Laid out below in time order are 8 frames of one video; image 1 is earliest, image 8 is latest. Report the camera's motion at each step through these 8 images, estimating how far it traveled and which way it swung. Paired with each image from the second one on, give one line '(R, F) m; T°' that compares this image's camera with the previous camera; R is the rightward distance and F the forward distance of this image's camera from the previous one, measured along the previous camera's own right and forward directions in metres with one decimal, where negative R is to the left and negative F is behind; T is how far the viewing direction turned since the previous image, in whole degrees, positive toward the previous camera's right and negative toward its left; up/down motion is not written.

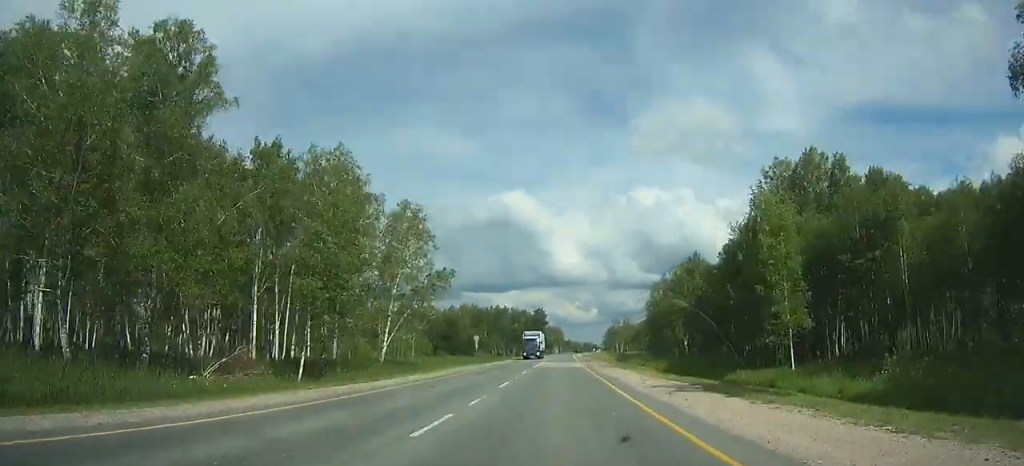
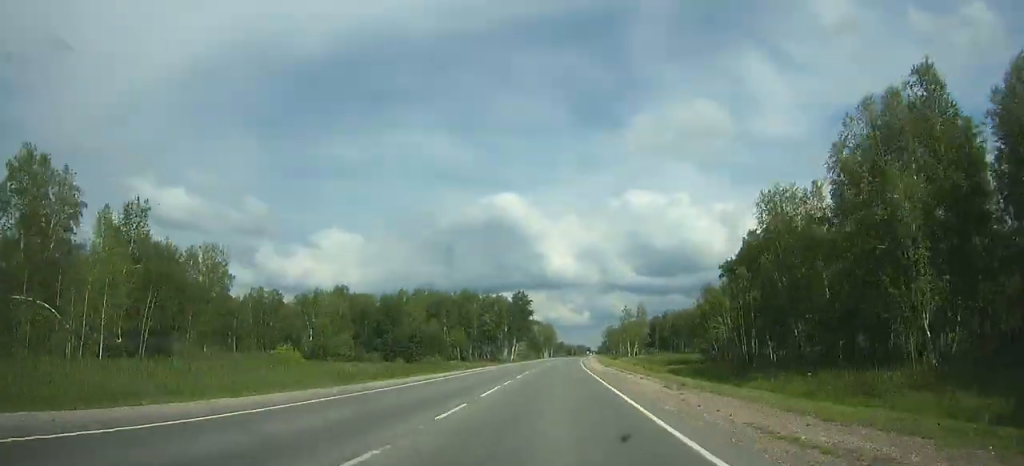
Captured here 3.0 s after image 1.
(+0.5, +83.2) m; +1°
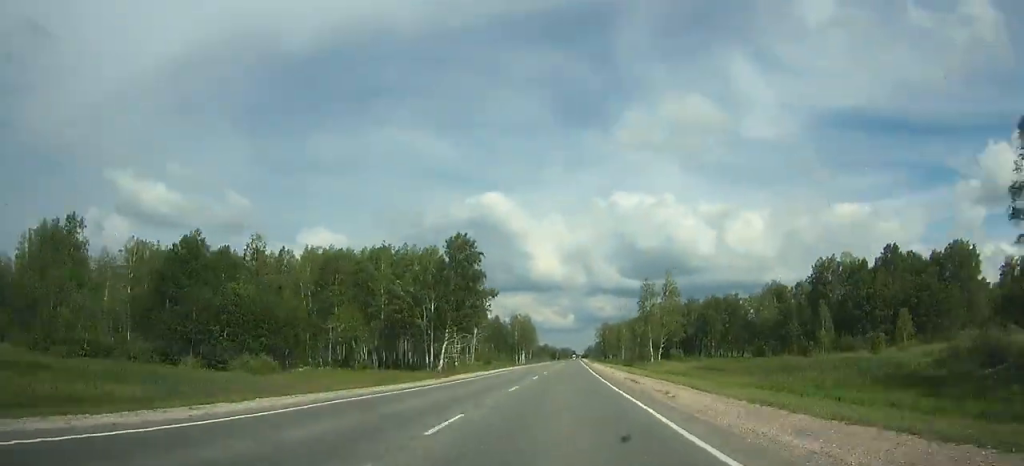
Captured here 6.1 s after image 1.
(+1.2, +86.4) m; +2°
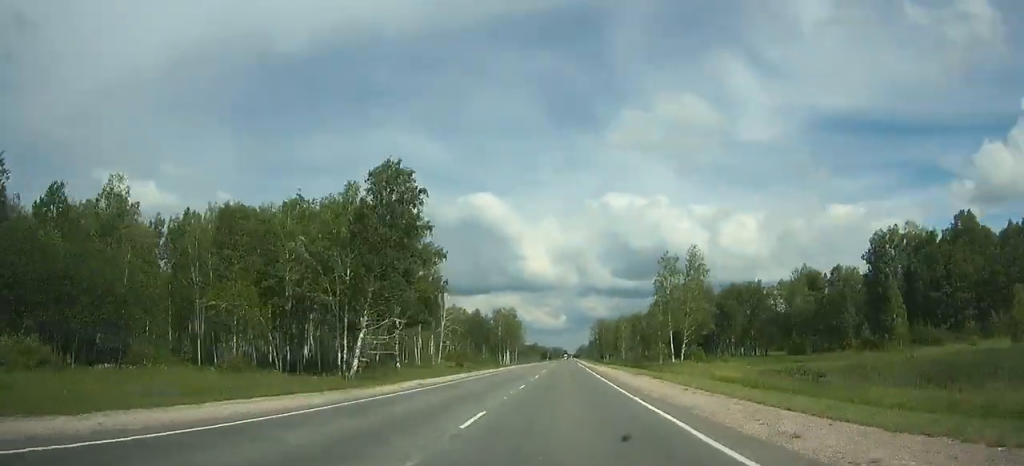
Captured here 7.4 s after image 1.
(+0.3, +35.7) m; +1°
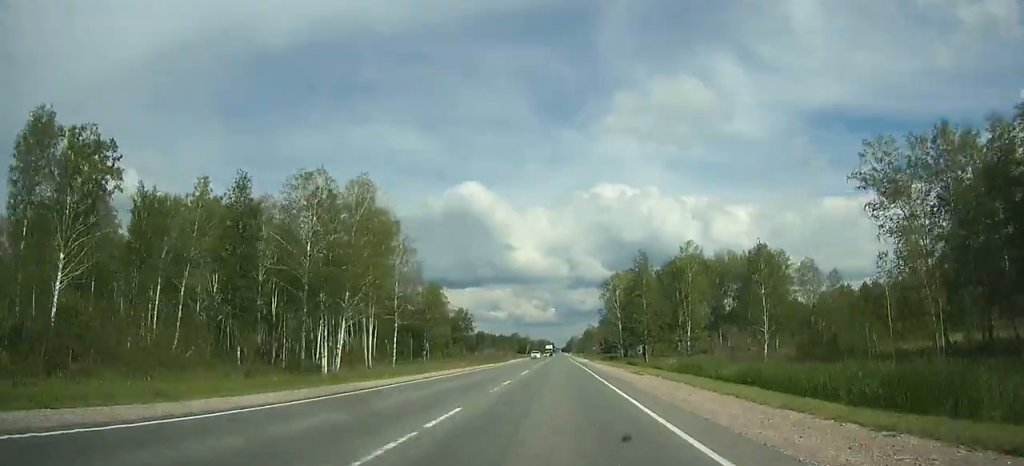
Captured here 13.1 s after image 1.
(+1.8, +153.9) m; +1°
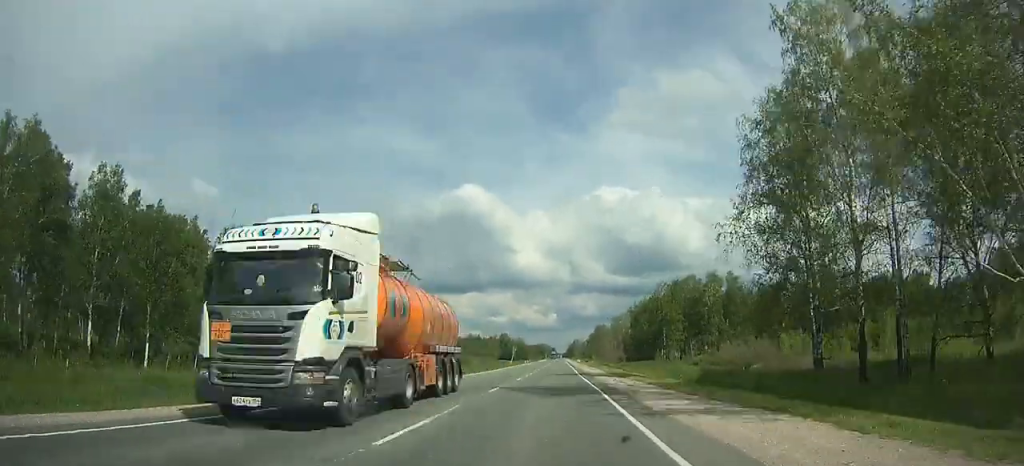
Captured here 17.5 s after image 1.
(-0.2, +121.3) m; 0°
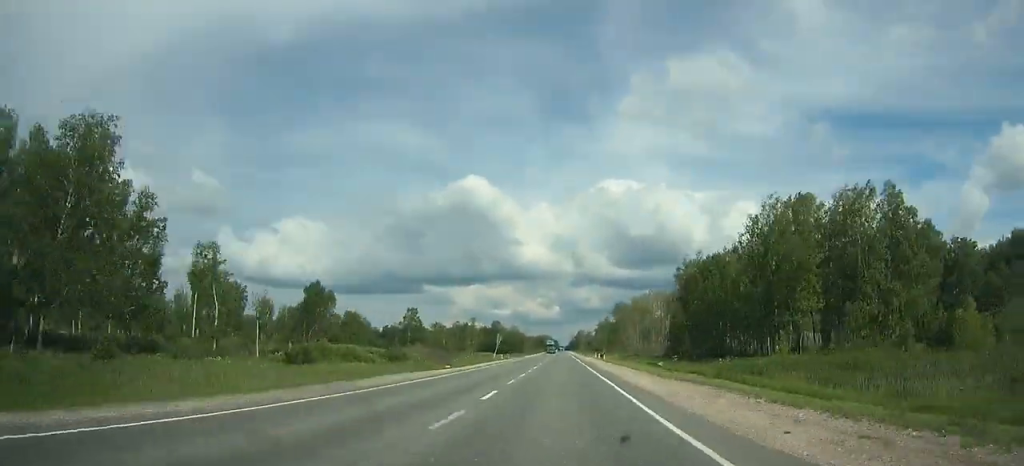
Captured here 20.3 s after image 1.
(0.0, +79.2) m; 0°
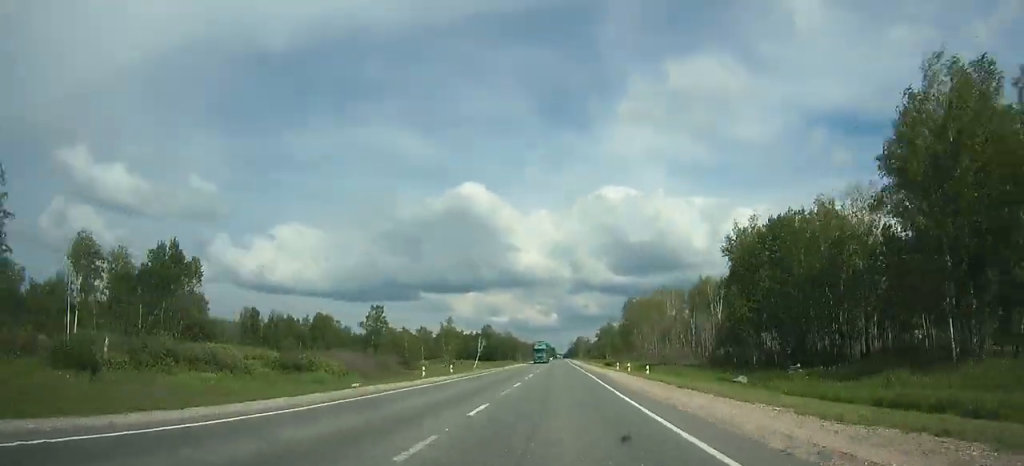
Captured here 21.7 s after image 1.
(0.0, +39.4) m; 0°
